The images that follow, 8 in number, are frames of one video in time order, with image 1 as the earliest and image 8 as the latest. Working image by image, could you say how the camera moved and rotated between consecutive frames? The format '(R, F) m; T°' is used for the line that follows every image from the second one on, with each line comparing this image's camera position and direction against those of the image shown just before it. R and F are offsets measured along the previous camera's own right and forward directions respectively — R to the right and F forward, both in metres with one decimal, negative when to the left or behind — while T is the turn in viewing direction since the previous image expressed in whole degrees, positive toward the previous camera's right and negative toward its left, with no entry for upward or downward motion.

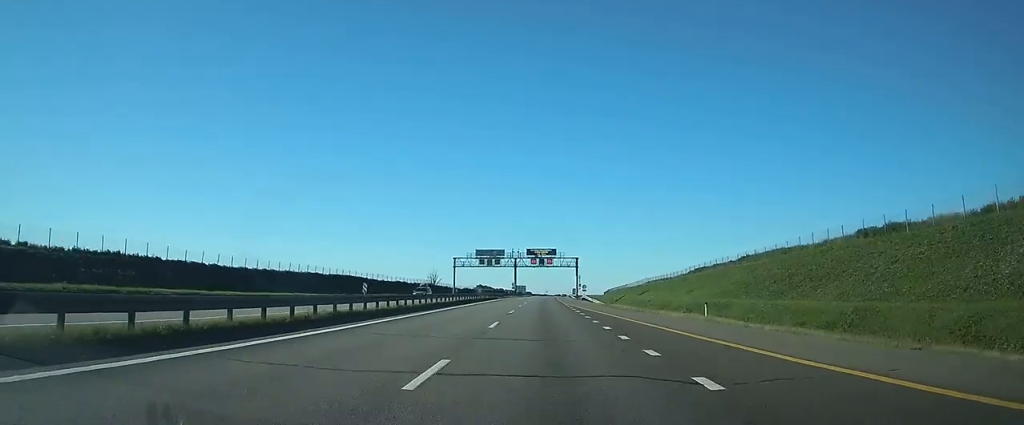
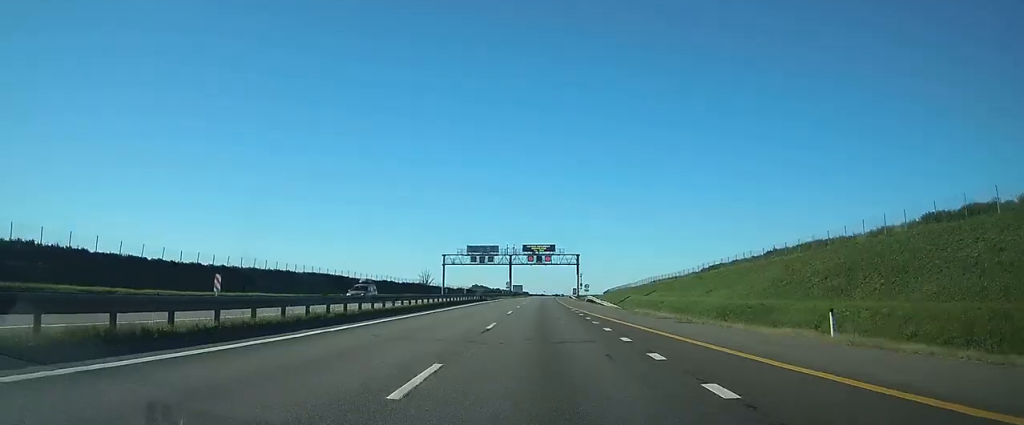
(0.0, +12.5) m; 0°
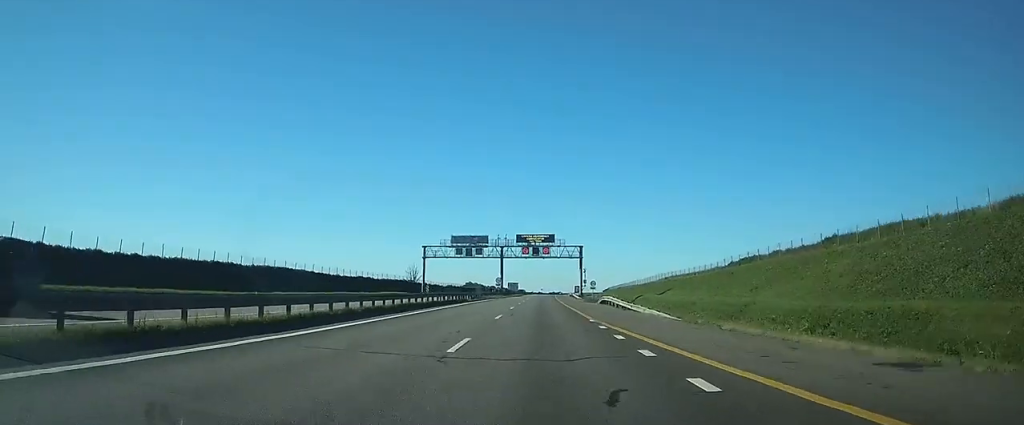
(0.0, +19.2) m; 0°
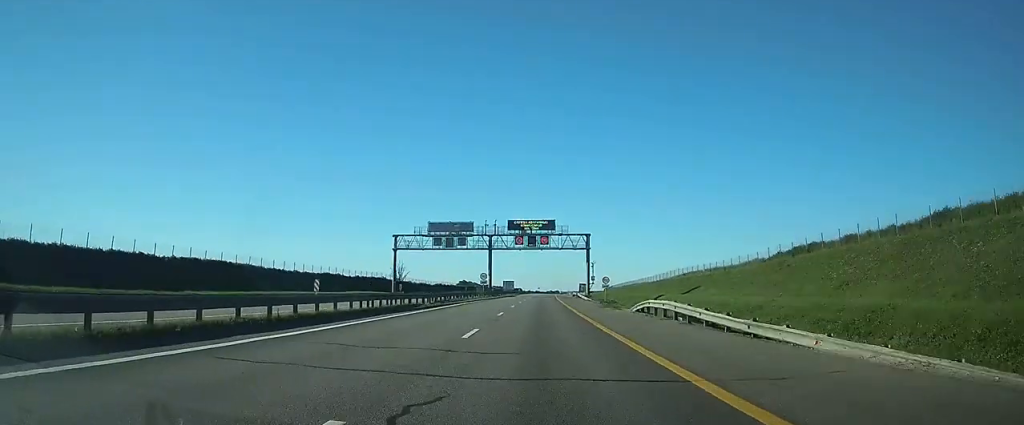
(+0.1, +21.1) m; 0°
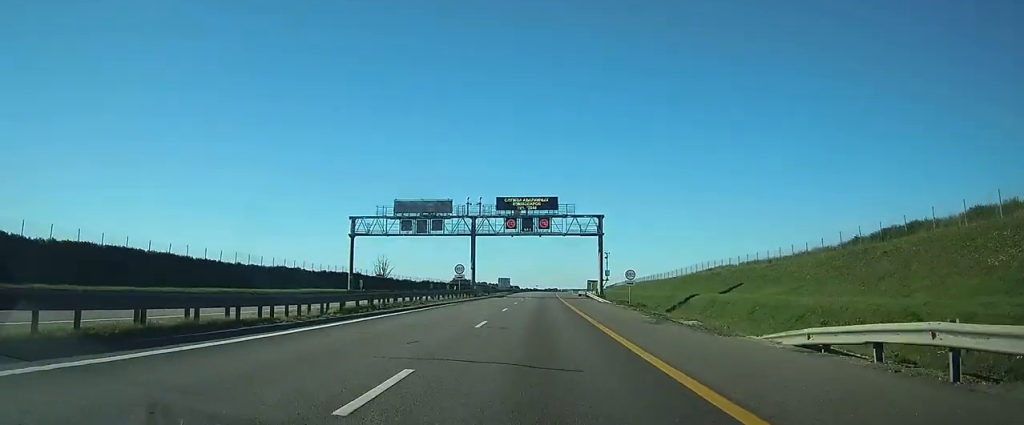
(0.0, +21.0) m; 0°
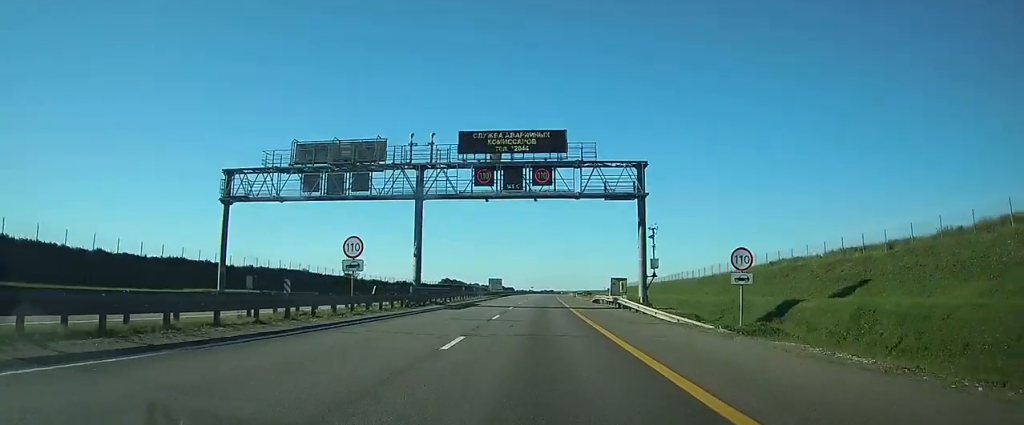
(0.0, +30.1) m; 0°
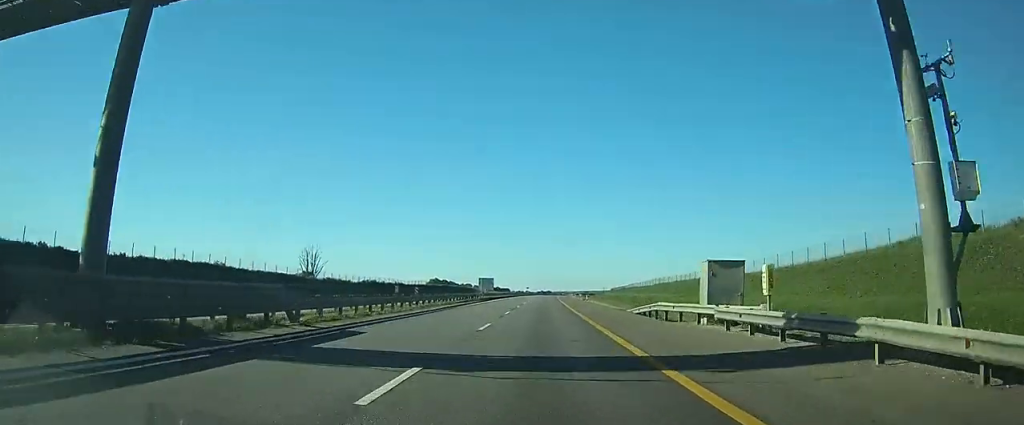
(+0.1, +29.8) m; 0°
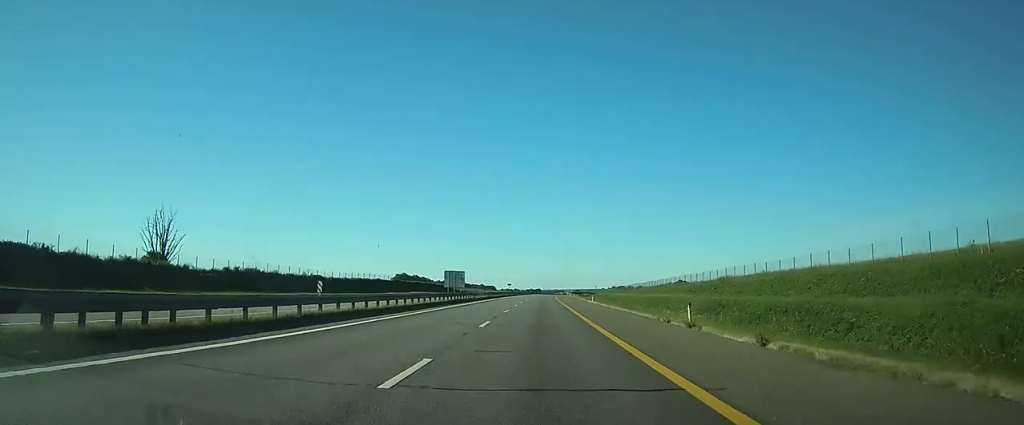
(+0.6, +58.4) m; +1°
